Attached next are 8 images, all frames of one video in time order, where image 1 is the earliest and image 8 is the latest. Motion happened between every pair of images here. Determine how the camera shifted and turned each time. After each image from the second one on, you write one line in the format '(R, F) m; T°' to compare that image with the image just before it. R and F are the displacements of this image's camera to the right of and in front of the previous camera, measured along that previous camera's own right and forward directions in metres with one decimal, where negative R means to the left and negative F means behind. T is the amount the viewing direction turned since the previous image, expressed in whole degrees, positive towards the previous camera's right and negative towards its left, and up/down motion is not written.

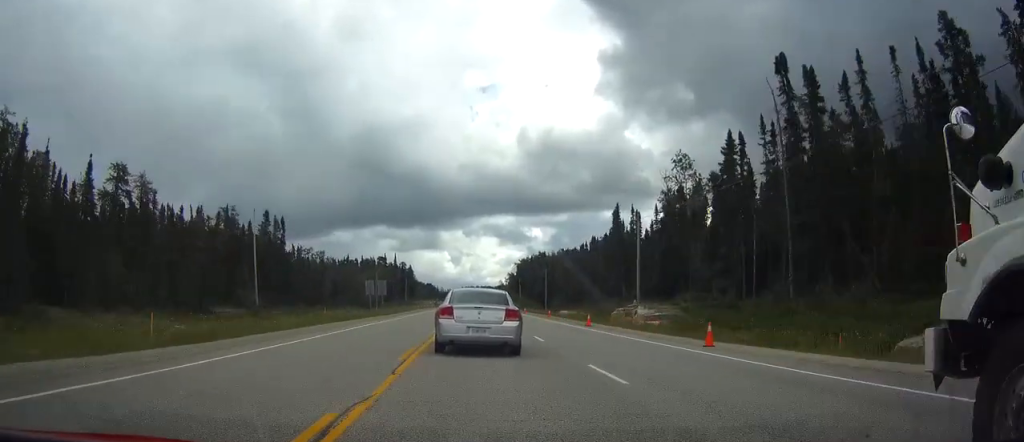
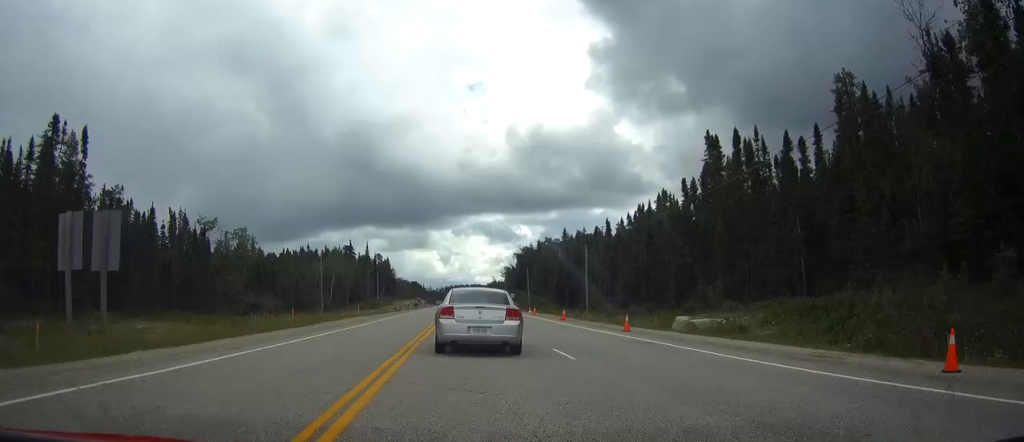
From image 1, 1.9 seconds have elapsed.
(+0.3, +55.8) m; +1°
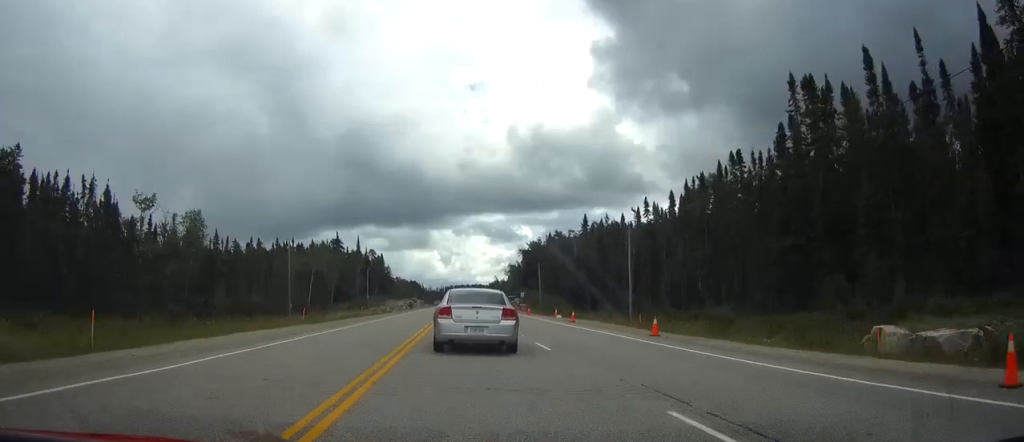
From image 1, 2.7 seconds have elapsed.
(+0.1, +22.0) m; 0°
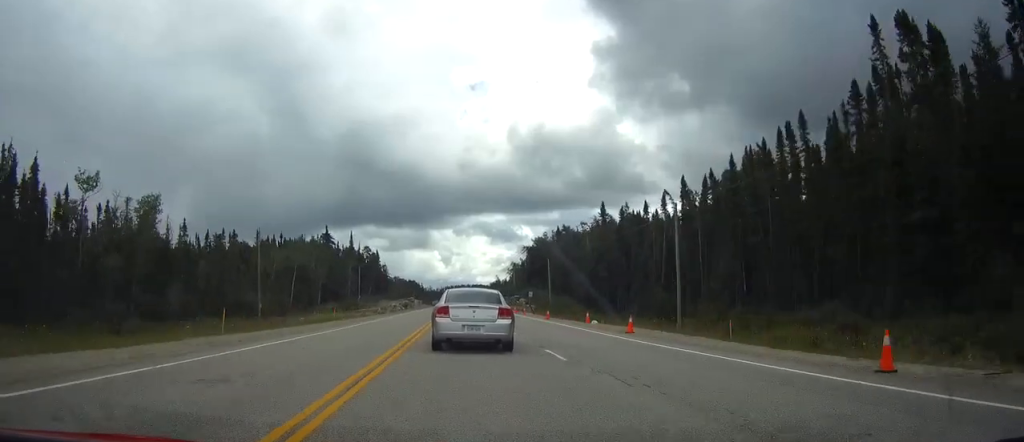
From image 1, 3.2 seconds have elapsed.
(-0.1, +14.3) m; 0°
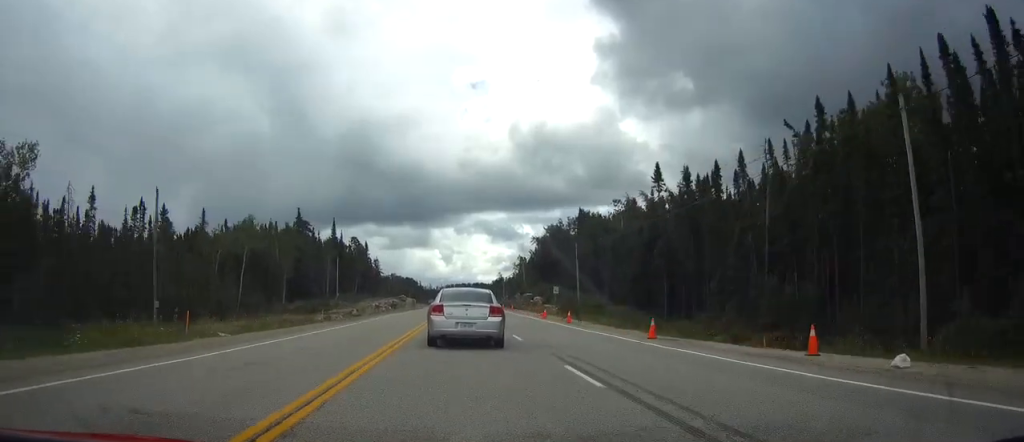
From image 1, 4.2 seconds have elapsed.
(-0.1, +28.4) m; 0°
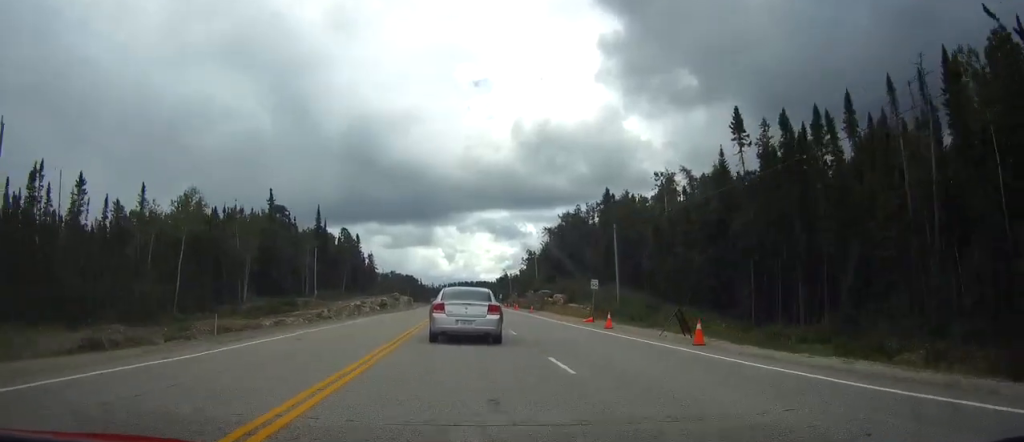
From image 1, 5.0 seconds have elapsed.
(0.0, +21.7) m; 0°
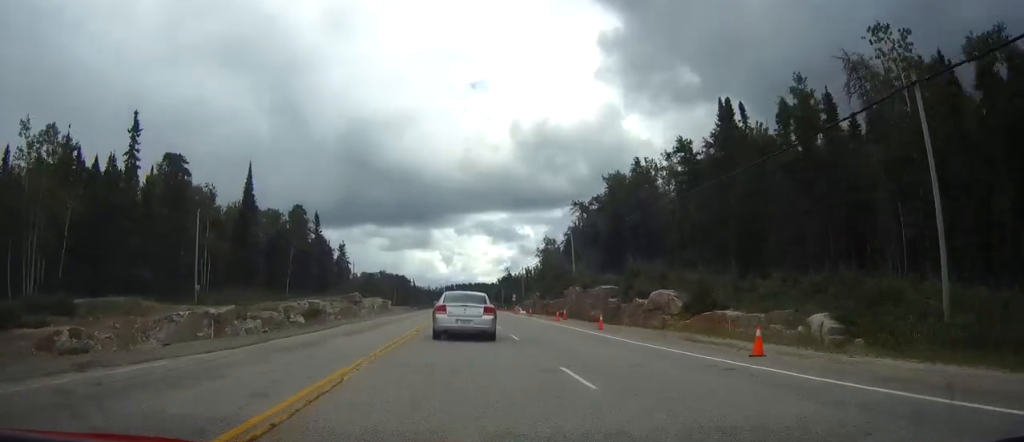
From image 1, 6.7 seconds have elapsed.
(0.0, +49.9) m; 0°
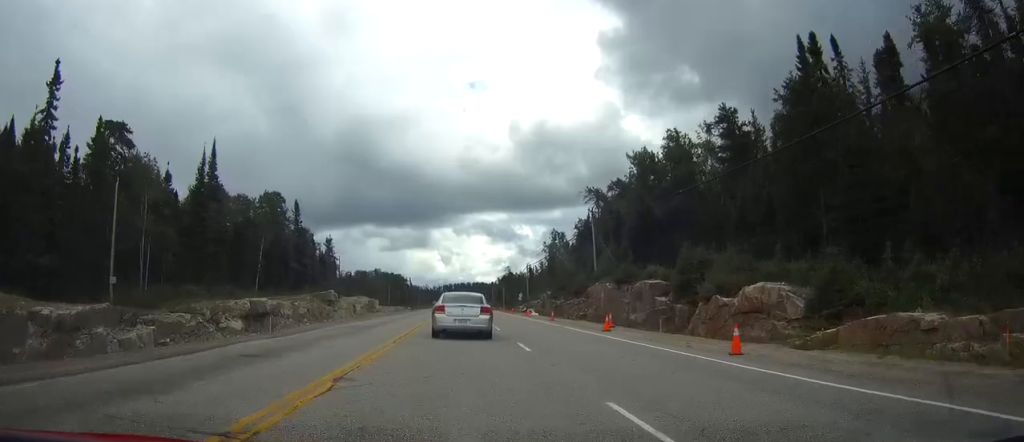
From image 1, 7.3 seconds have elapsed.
(+0.1, +16.0) m; 0°
